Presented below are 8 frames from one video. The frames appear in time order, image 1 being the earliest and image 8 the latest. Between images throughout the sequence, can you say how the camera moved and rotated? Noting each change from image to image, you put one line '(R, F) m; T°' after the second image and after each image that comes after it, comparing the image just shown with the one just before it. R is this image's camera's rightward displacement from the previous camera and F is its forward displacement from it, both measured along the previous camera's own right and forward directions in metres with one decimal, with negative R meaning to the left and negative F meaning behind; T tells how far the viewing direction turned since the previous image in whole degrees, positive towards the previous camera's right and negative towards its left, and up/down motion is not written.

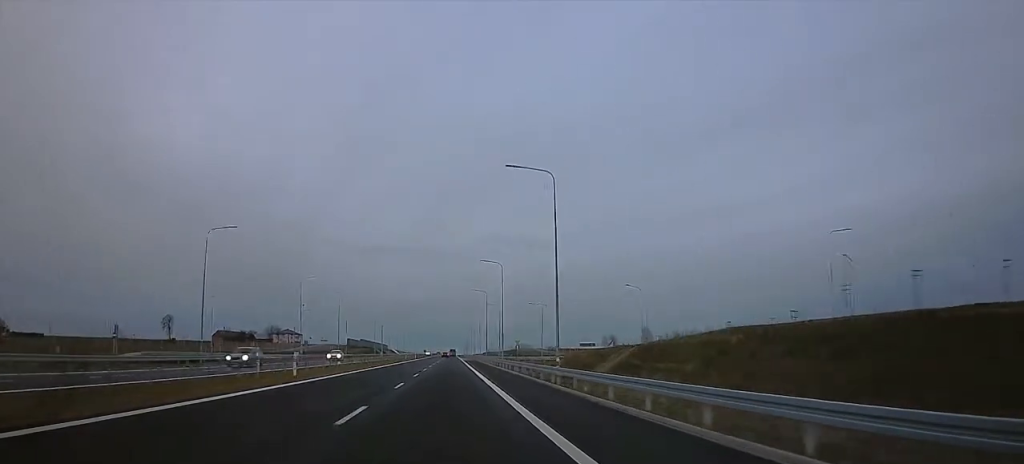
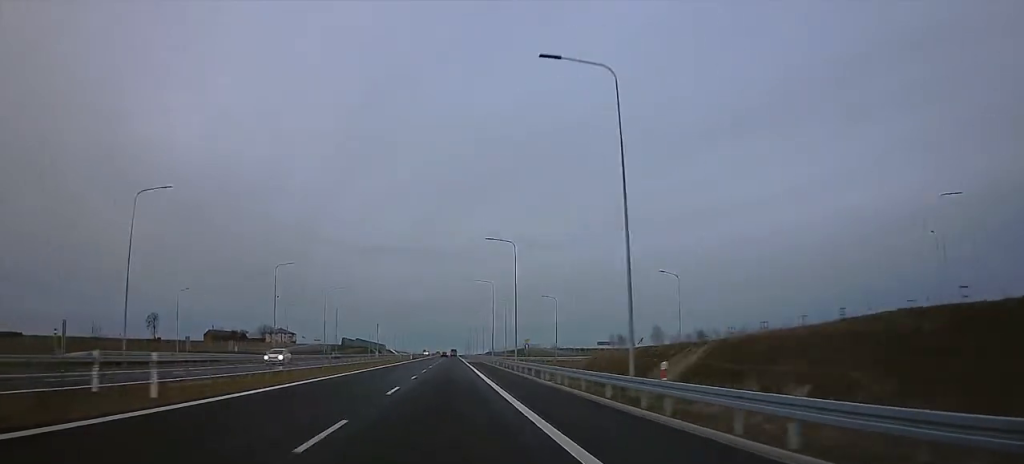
(0.0, +15.3) m; 0°
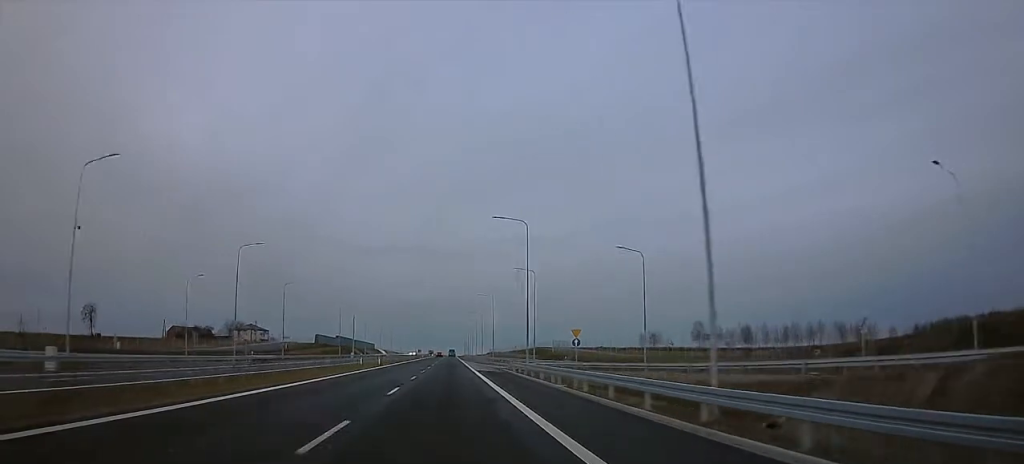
(+1.2, +47.9) m; +2°
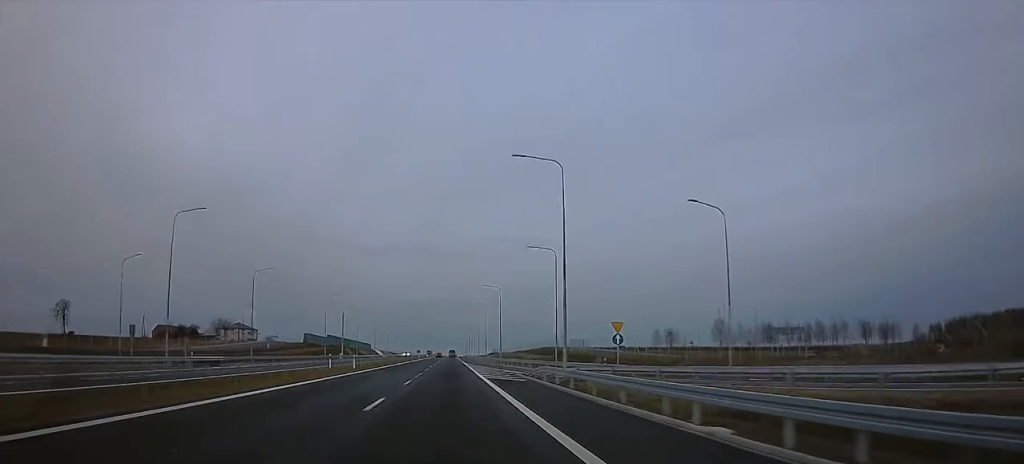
(+0.1, +17.4) m; 0°
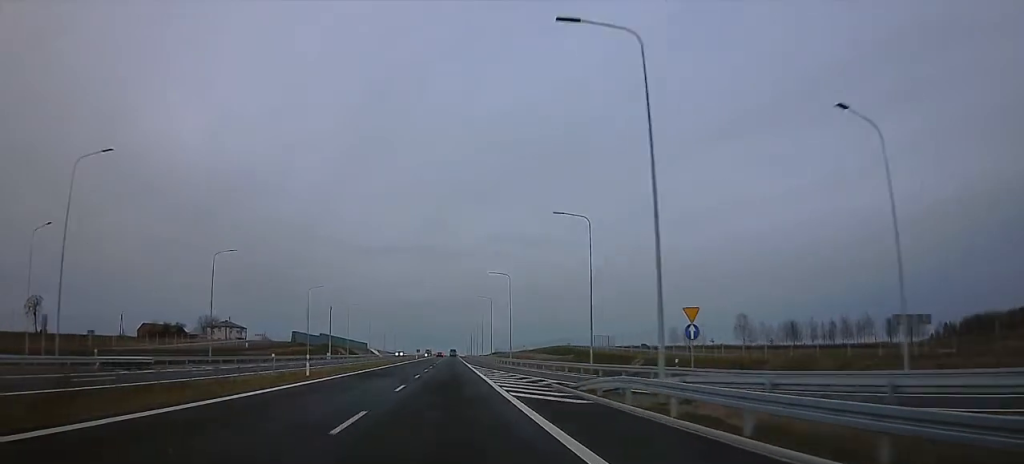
(-0.3, +16.4) m; -1°
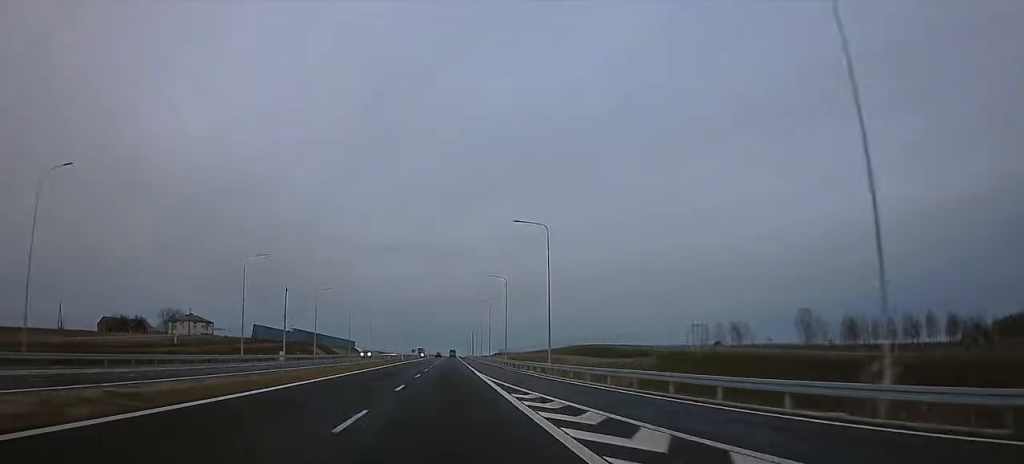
(-0.2, +36.1) m; 0°
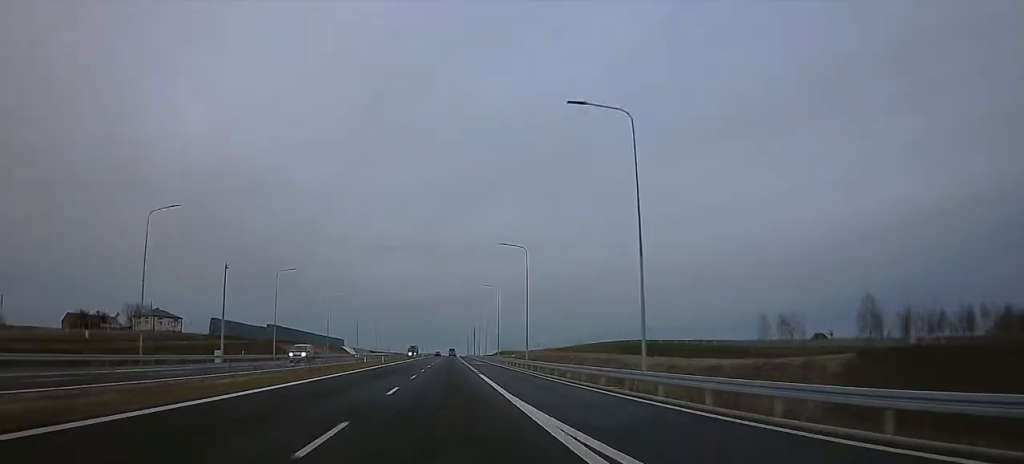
(0.0, +26.9) m; 0°
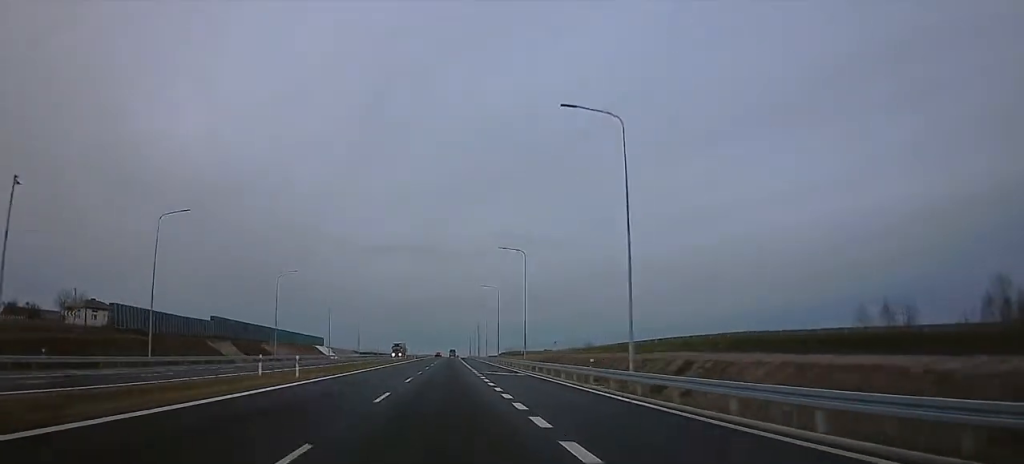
(0.0, +39.2) m; 0°
